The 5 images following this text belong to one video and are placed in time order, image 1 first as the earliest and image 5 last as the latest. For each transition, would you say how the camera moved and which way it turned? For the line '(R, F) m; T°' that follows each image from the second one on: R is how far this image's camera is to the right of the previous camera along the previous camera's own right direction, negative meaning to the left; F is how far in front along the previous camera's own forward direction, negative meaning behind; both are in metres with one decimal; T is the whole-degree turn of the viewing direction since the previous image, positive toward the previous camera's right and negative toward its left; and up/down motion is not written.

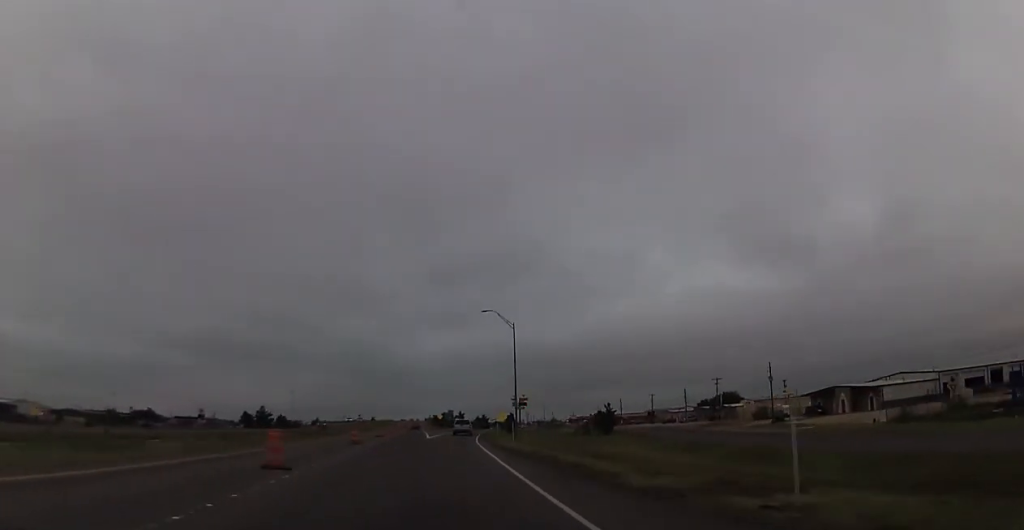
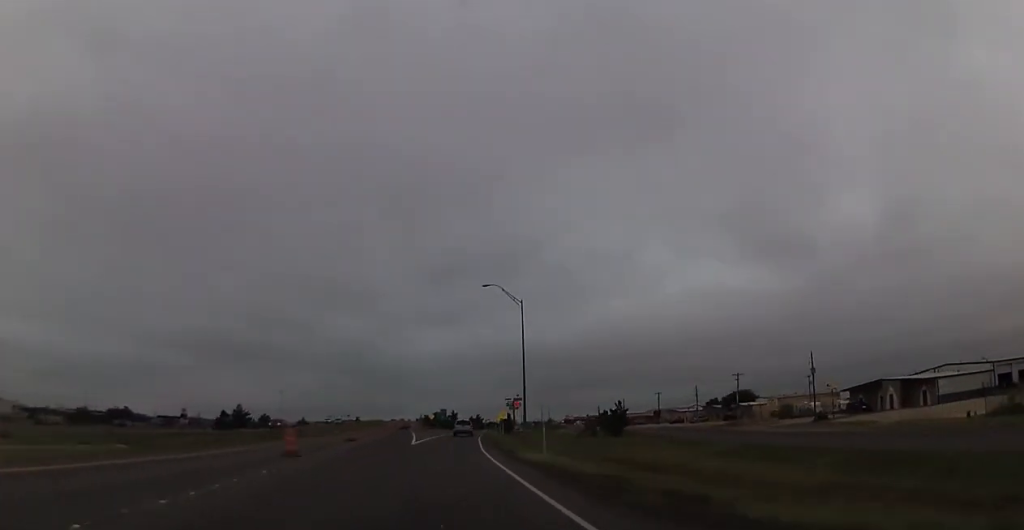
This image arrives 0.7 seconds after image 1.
(0.0, +15.9) m; 0°
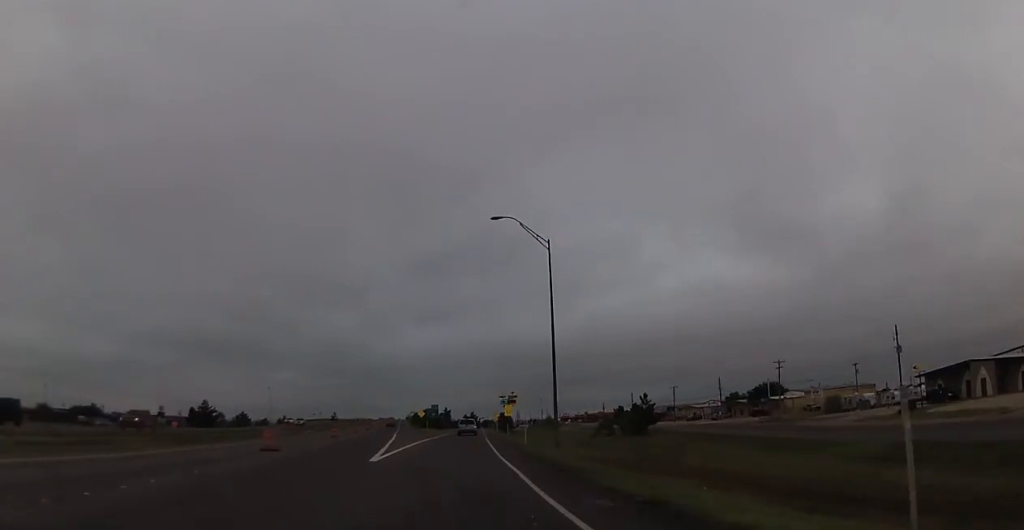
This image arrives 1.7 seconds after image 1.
(+0.1, +22.0) m; +1°
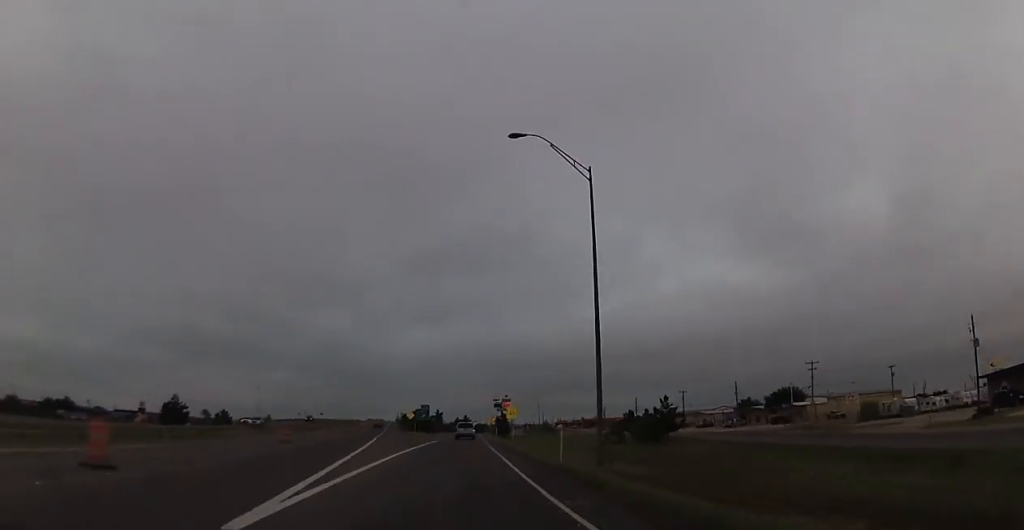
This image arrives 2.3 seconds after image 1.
(+0.2, +14.3) m; +1°
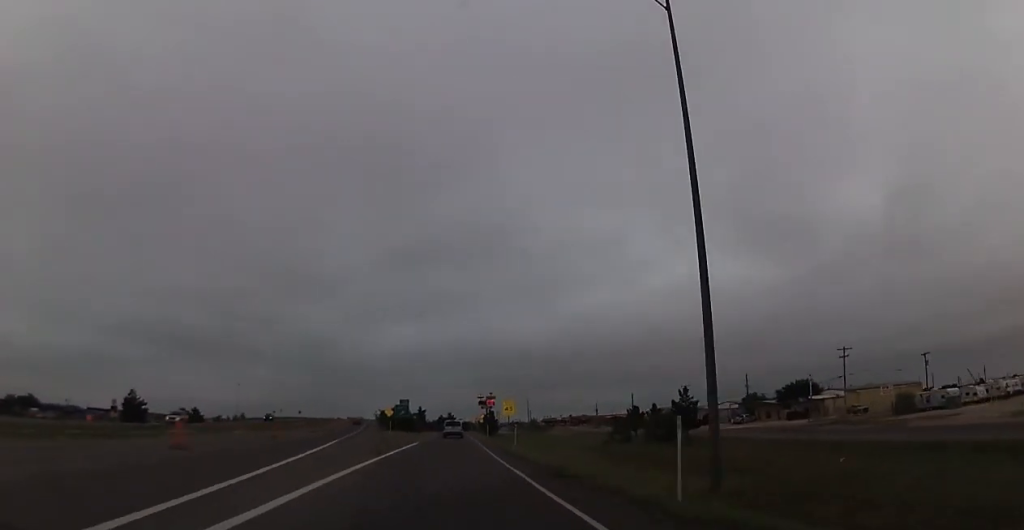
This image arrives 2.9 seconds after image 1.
(+0.1, +14.3) m; +1°
